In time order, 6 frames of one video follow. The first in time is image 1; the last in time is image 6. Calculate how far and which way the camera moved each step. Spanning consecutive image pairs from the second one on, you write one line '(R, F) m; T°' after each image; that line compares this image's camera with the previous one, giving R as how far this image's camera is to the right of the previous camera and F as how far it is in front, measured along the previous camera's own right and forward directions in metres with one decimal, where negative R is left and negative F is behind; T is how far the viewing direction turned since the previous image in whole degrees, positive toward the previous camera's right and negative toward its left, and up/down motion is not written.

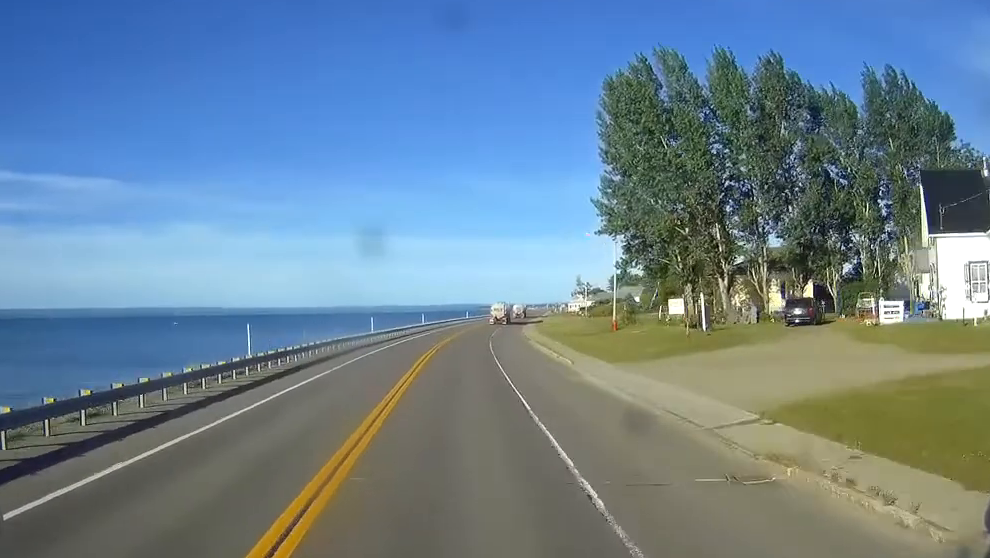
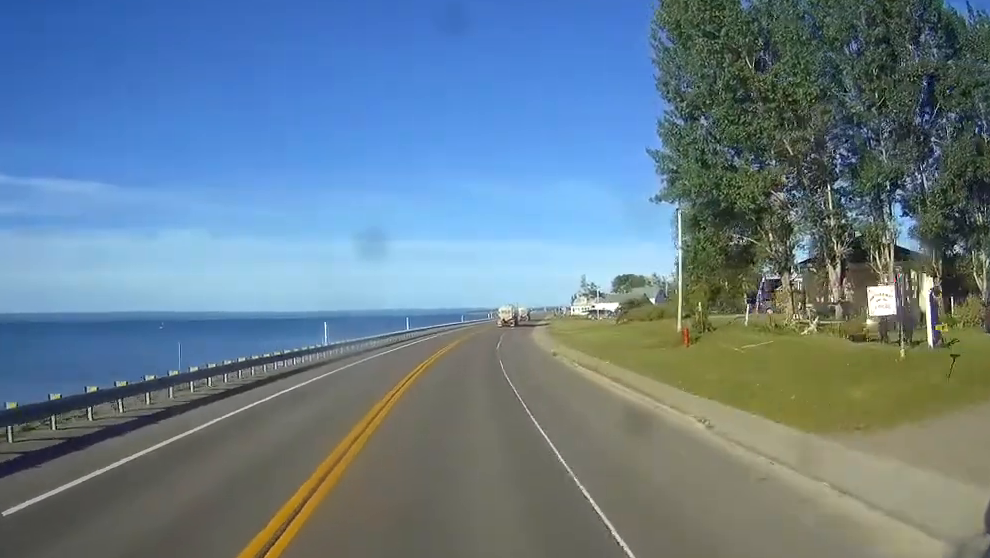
(0.0, +22.5) m; 0°
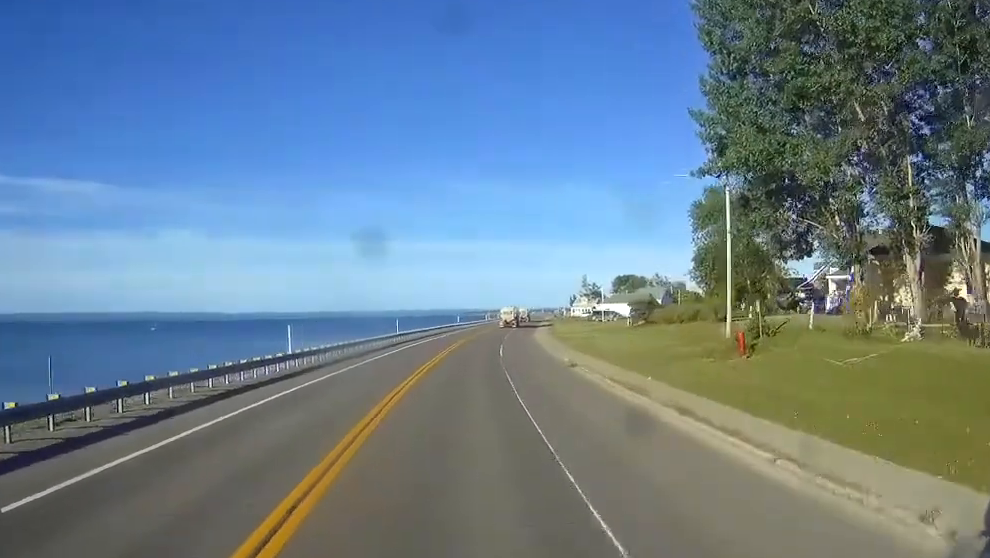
(0.0, +9.6) m; 0°
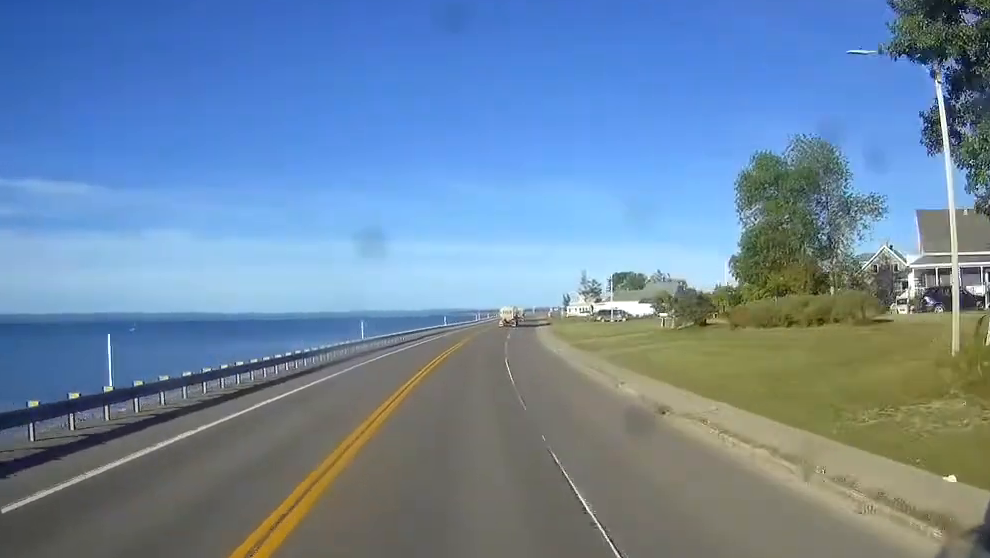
(0.0, +20.0) m; 0°
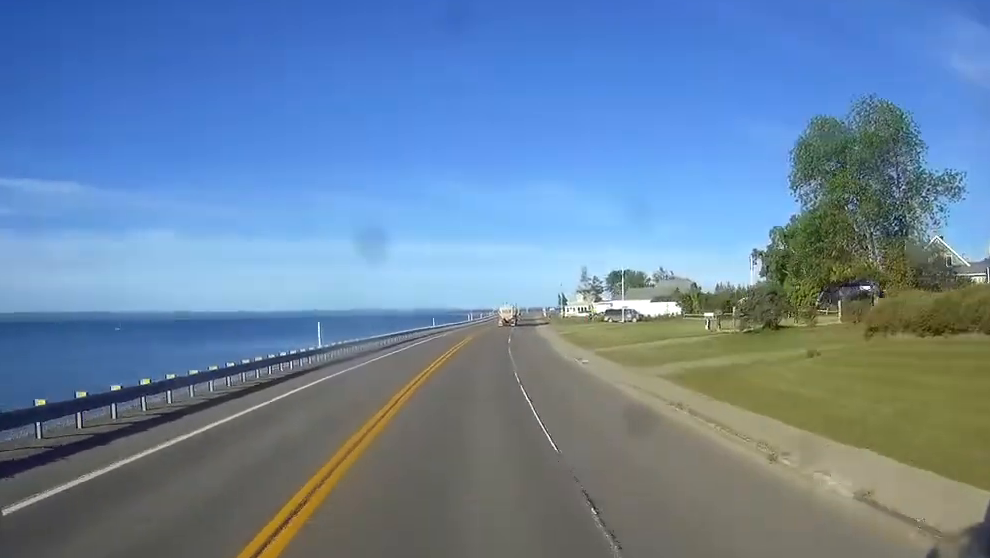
(0.0, +15.1) m; +1°
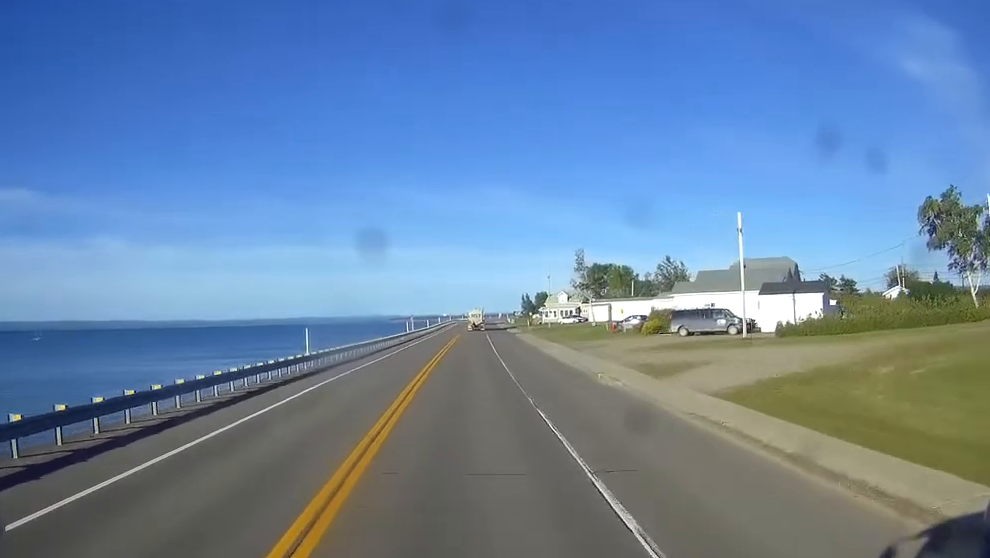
(+2.4, +63.9) m; +4°
